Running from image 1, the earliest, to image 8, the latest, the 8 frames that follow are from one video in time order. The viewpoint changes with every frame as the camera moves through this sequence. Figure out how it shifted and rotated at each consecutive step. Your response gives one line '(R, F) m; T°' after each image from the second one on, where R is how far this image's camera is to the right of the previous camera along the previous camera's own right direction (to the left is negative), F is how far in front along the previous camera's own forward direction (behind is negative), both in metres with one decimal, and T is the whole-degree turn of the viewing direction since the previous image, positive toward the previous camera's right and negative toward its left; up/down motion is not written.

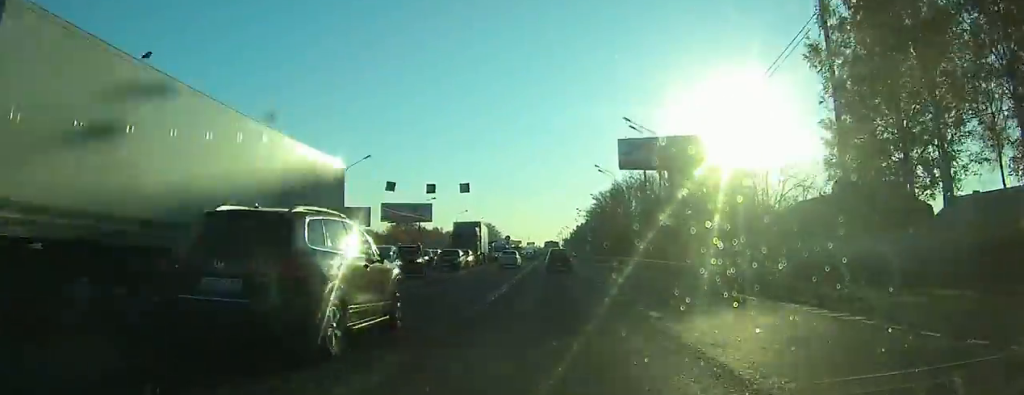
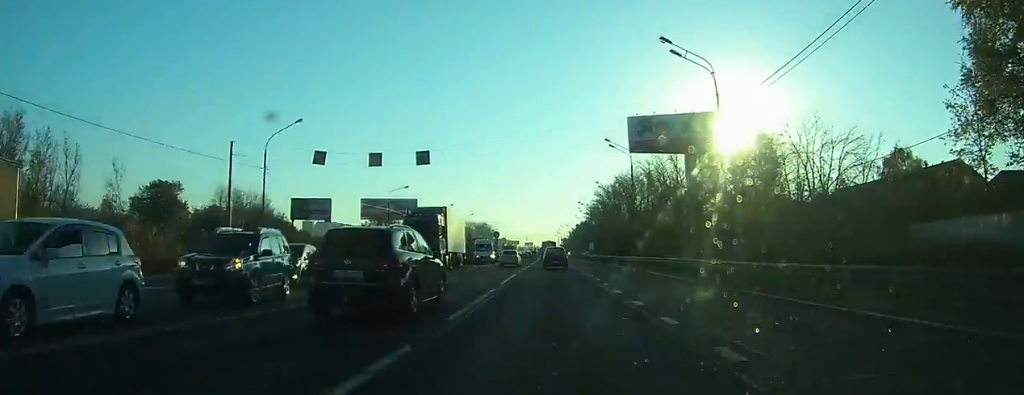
(0.0, +18.1) m; 0°
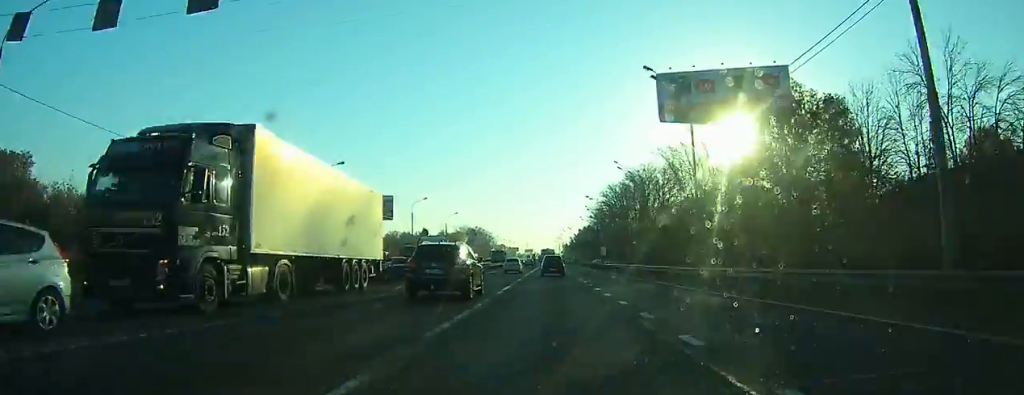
(0.0, +26.8) m; 0°
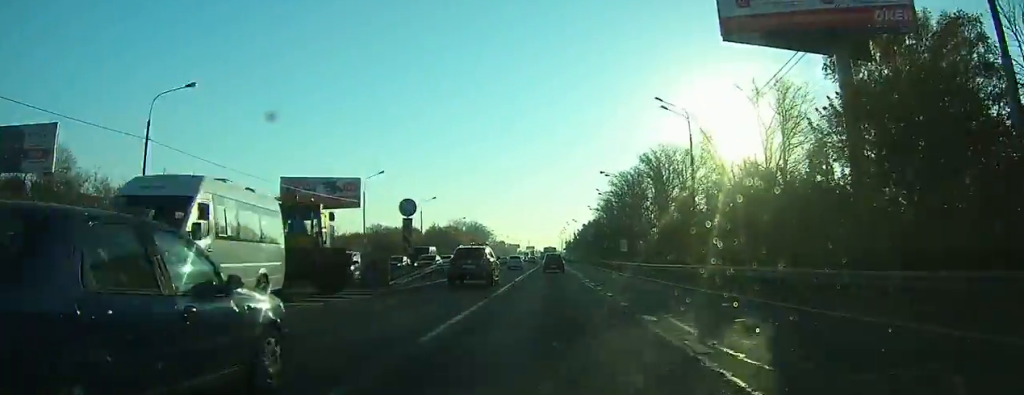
(+0.1, +25.9) m; 0°
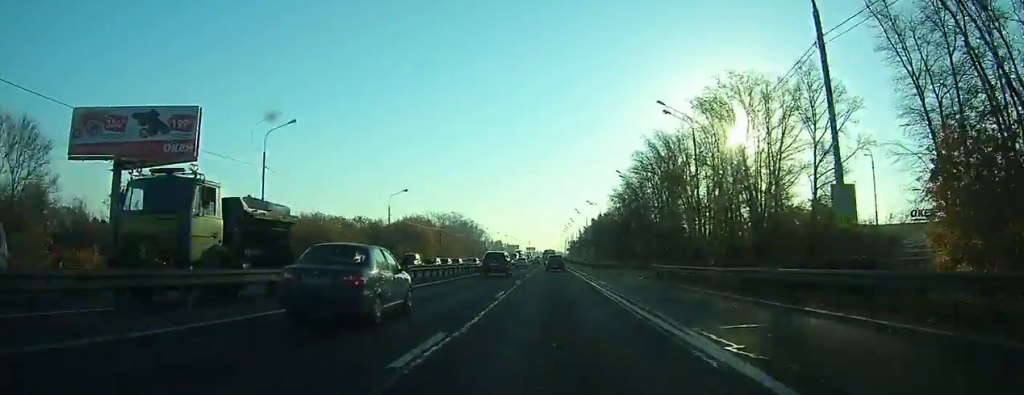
(-0.1, +54.2) m; -1°
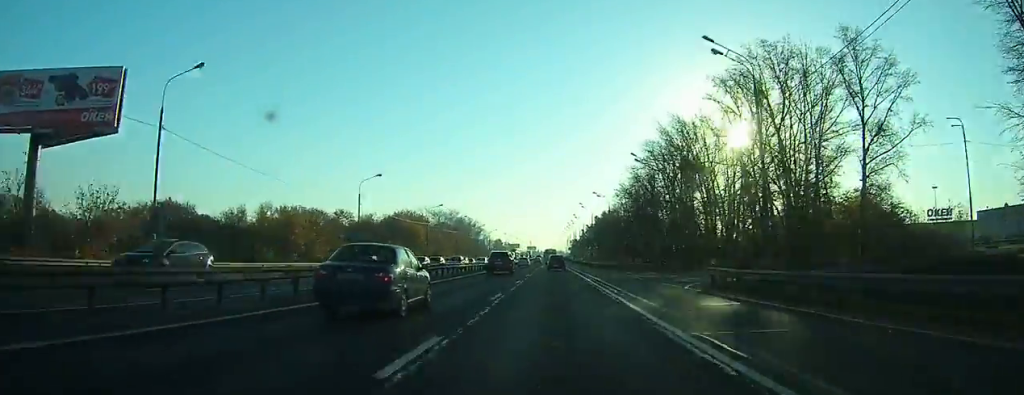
(-0.1, +13.4) m; 0°
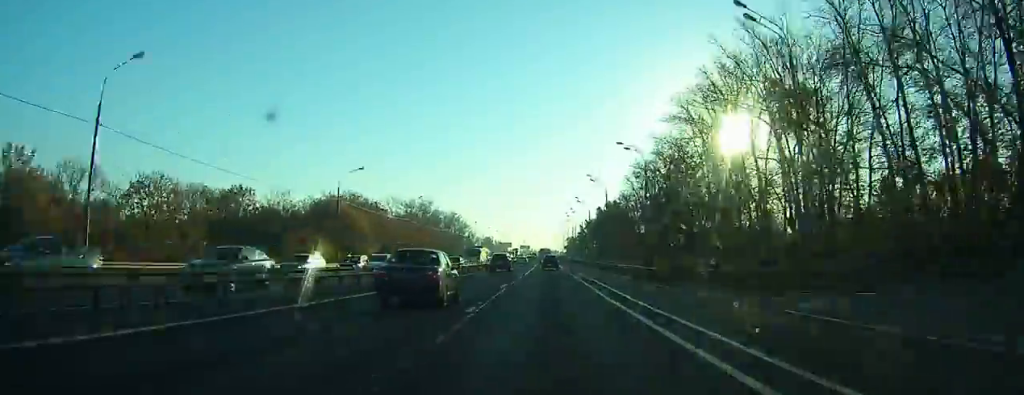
(+0.1, +41.0) m; 0°
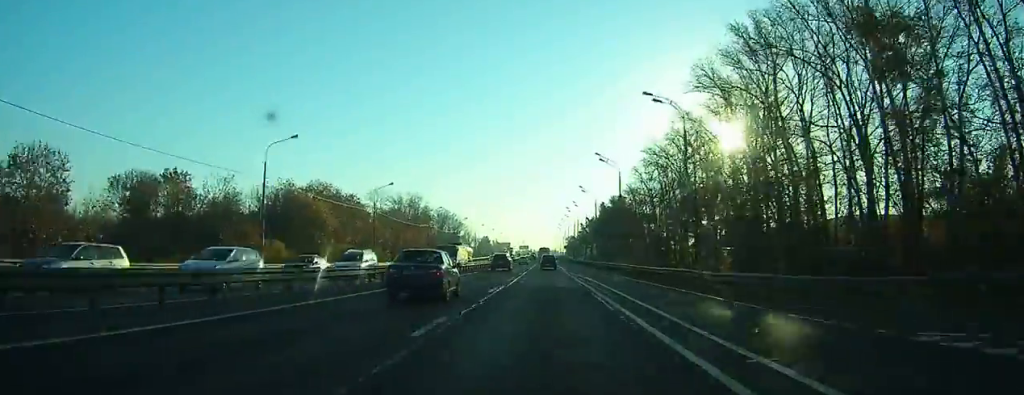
(0.0, +16.1) m; 0°
